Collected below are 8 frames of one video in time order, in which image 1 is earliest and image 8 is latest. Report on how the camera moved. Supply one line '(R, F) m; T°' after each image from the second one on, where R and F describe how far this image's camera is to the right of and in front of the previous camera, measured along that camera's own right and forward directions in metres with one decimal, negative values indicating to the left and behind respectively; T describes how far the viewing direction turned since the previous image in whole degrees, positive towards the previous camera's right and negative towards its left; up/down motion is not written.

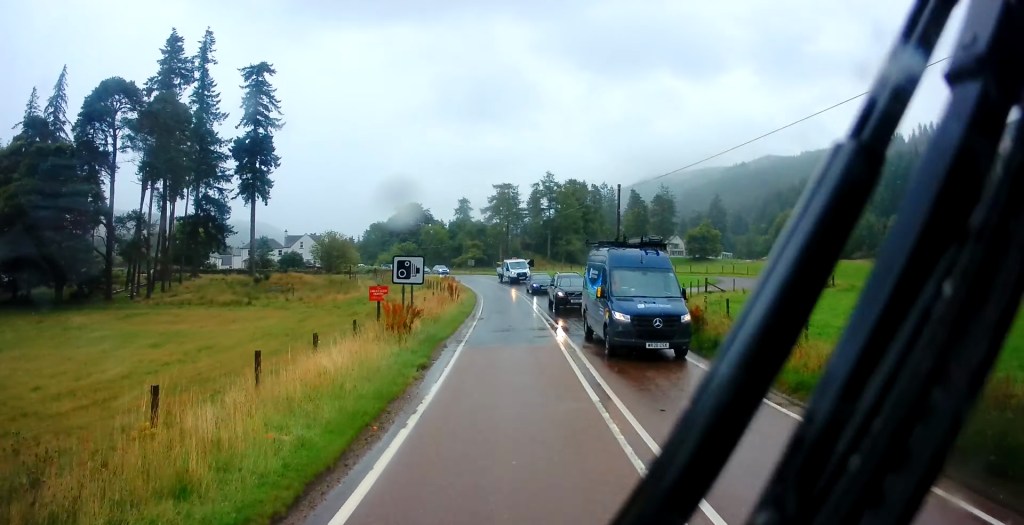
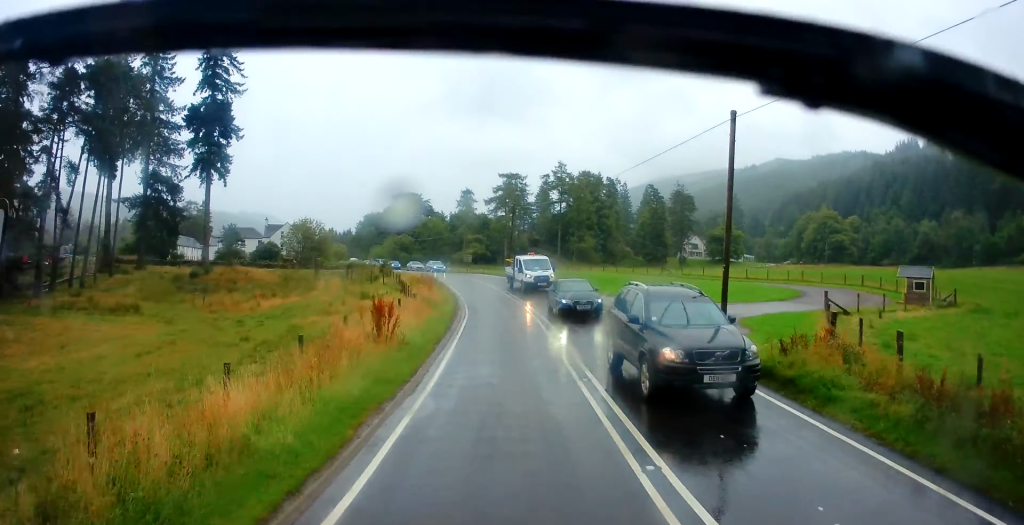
(-0.1, +15.8) m; -2°
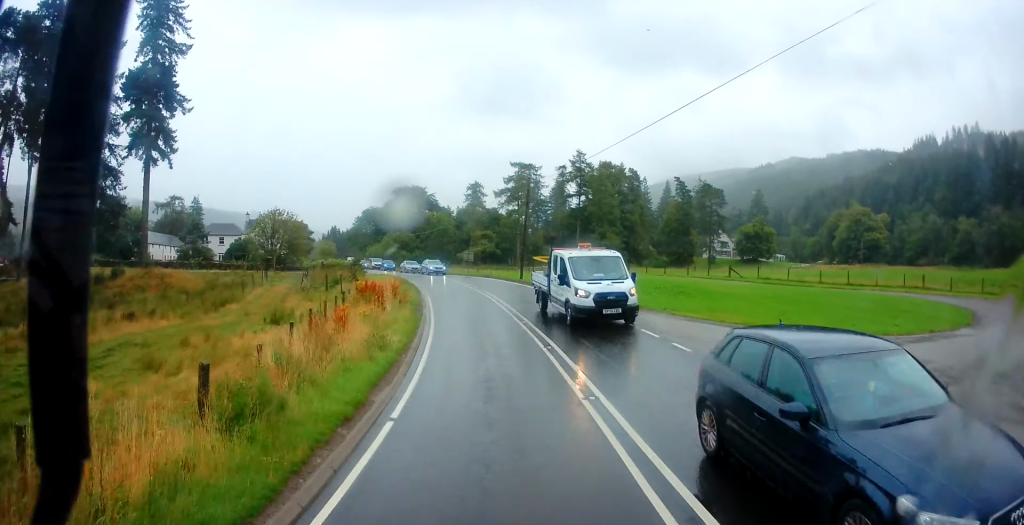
(-0.5, +16.4) m; -3°
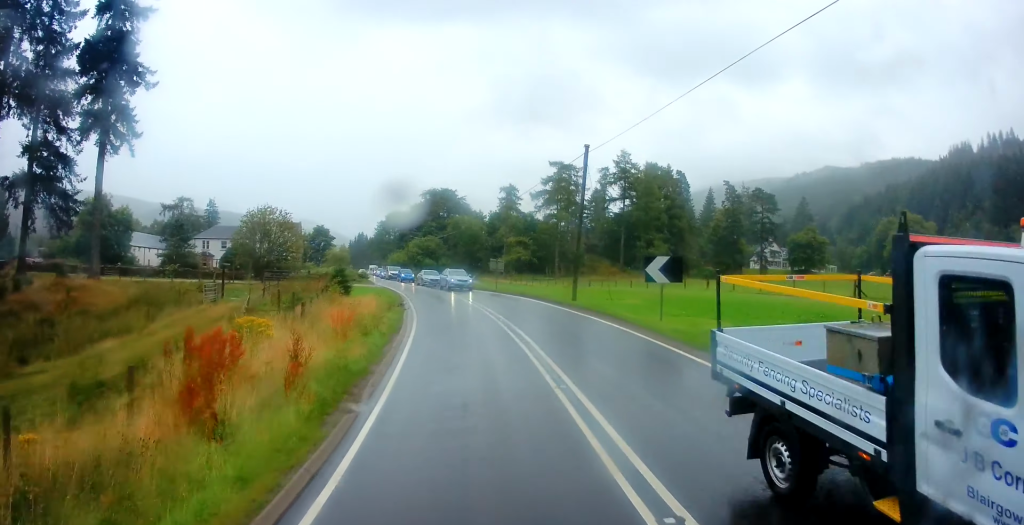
(-0.1, +13.3) m; -3°
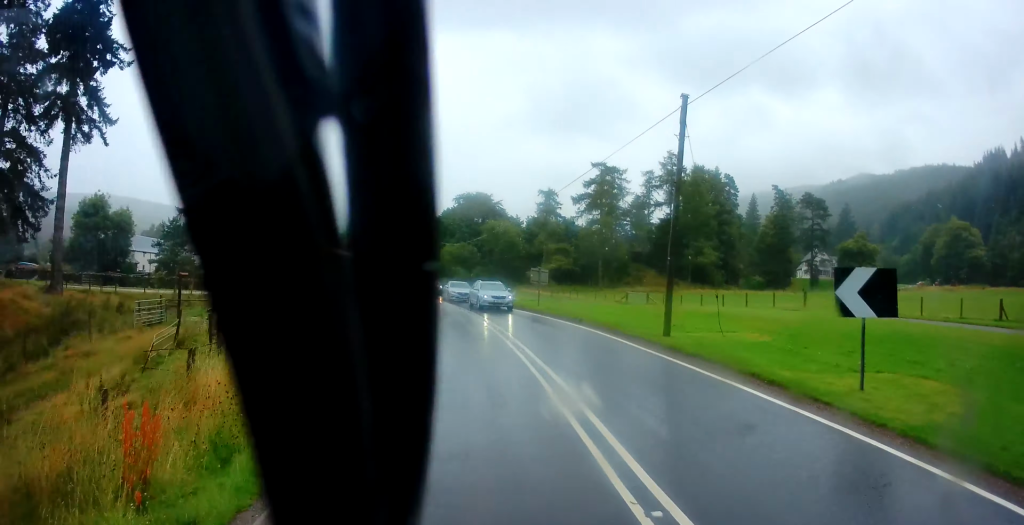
(-0.4, +9.7) m; -3°
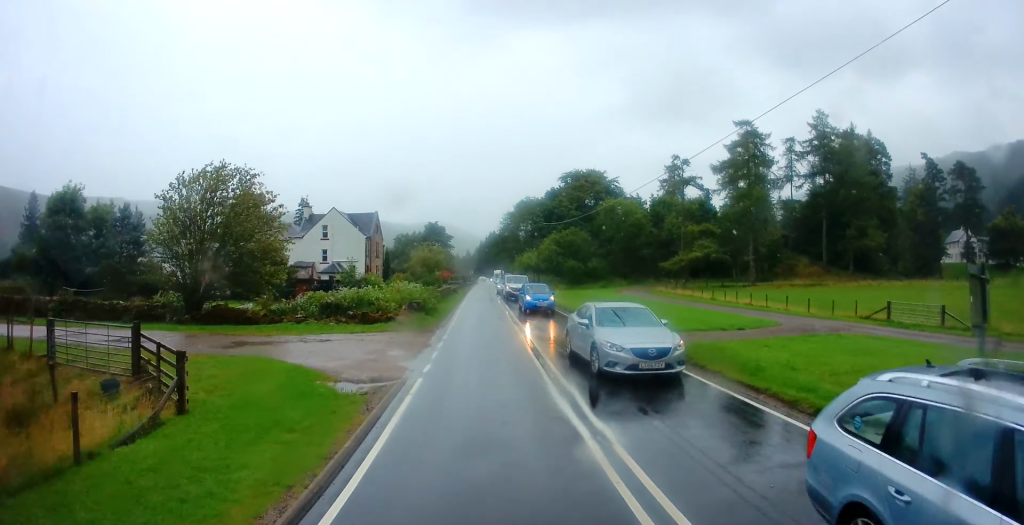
(-1.7, +25.2) m; -8°
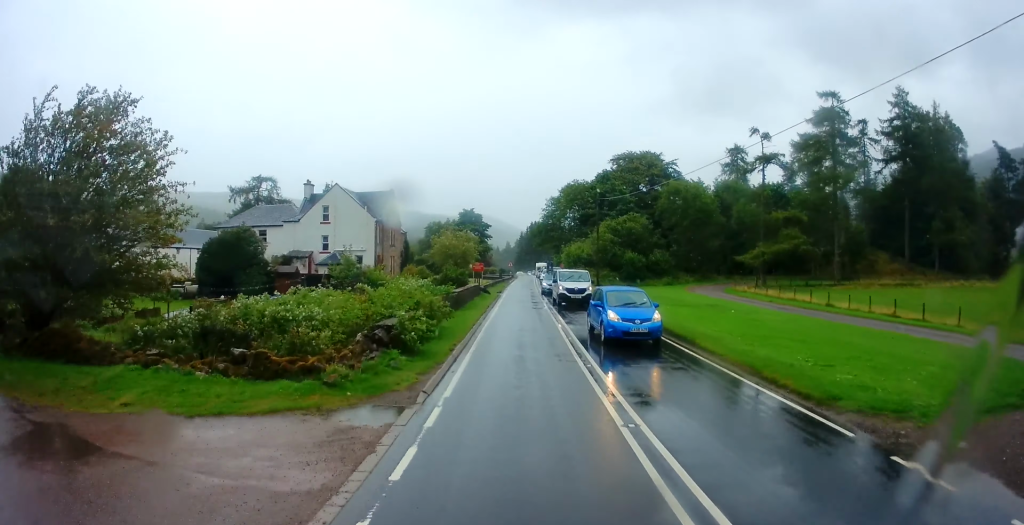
(-0.7, +13.5) m; -2°
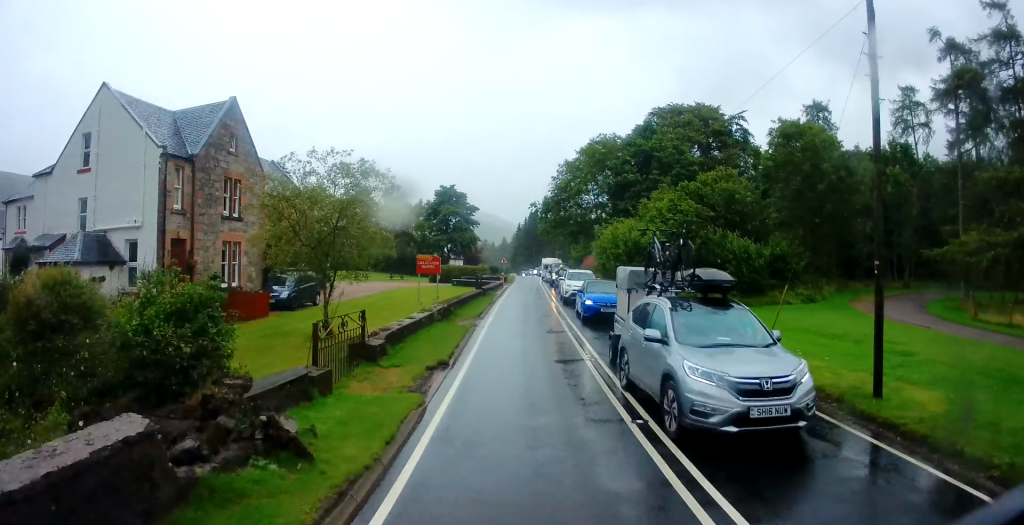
(-0.1, +32.7) m; 0°
